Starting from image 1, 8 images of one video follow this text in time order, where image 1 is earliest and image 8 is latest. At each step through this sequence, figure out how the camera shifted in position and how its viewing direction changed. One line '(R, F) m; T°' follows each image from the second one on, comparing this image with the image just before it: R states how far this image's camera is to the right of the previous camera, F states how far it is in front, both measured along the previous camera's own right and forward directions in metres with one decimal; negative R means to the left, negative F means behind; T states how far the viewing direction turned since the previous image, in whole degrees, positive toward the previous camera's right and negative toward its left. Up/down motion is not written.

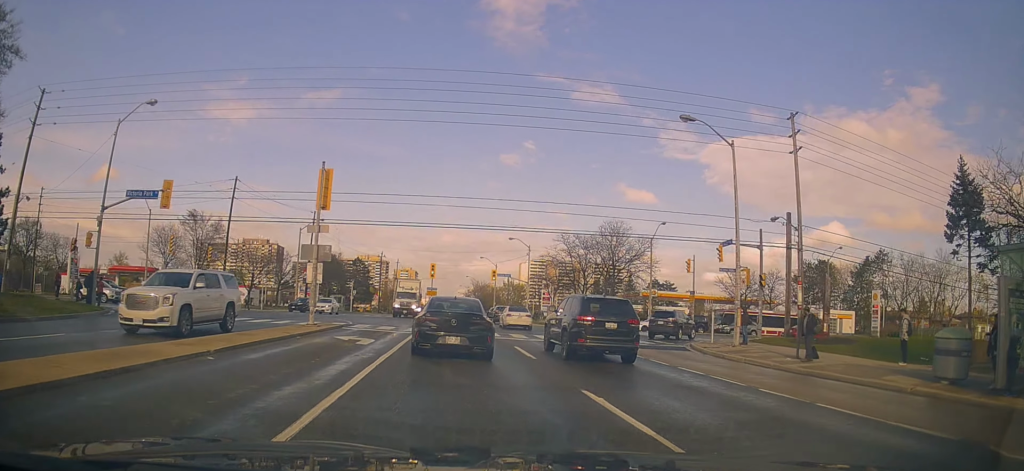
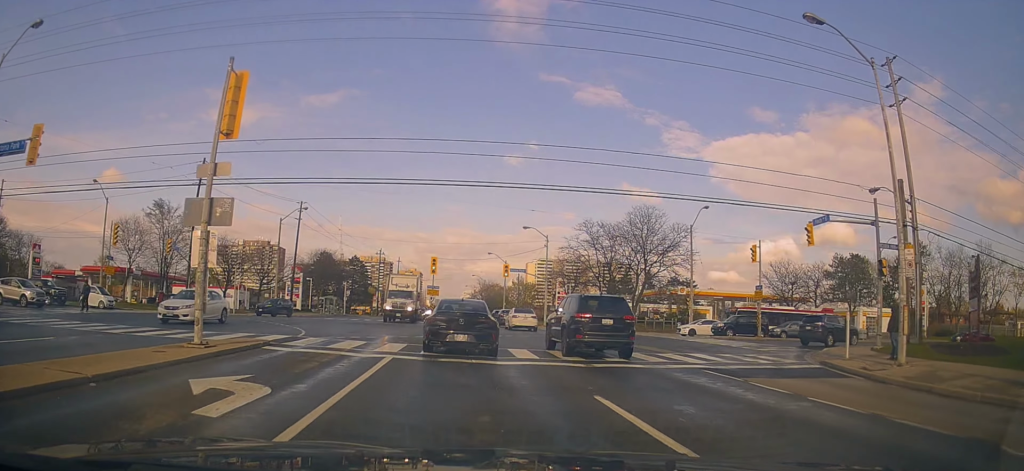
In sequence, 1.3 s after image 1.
(+0.2, +10.1) m; +3°
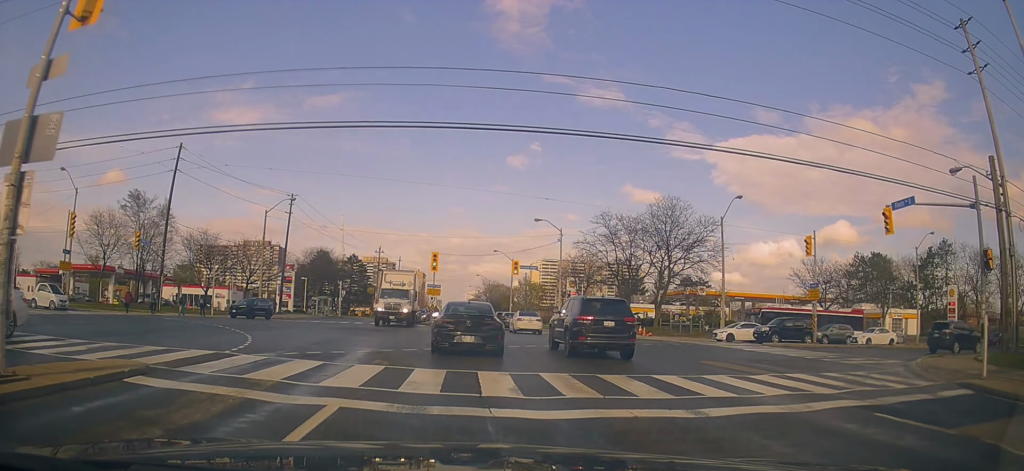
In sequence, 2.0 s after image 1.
(+0.2, +6.2) m; -1°
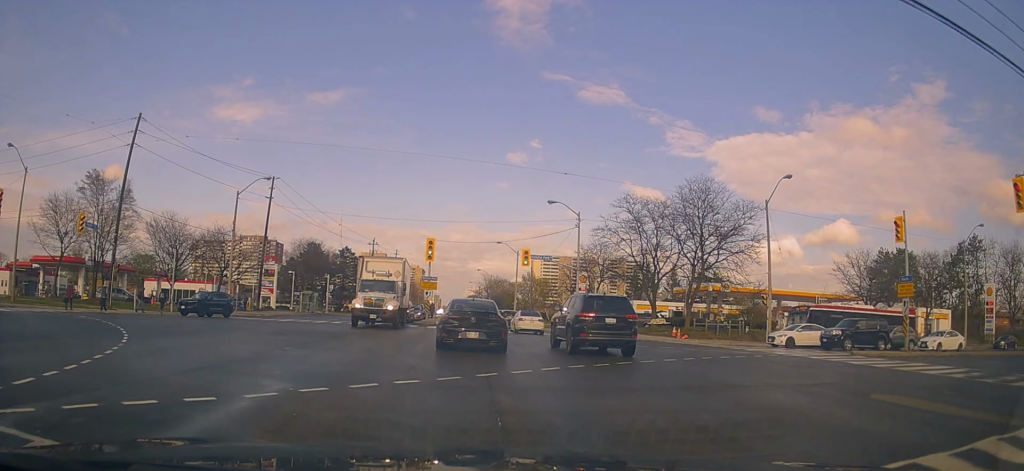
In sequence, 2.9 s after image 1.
(-0.2, +7.7) m; 0°
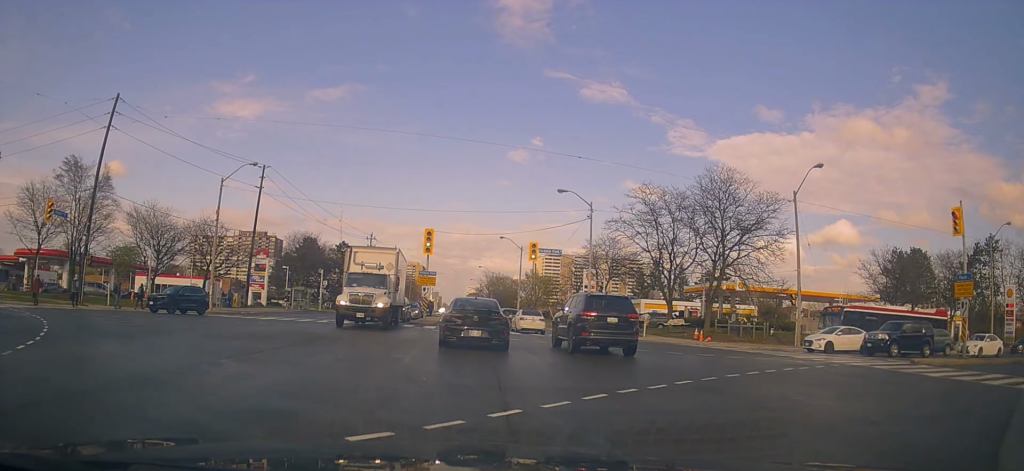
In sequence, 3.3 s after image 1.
(-0.2, +3.8) m; 0°
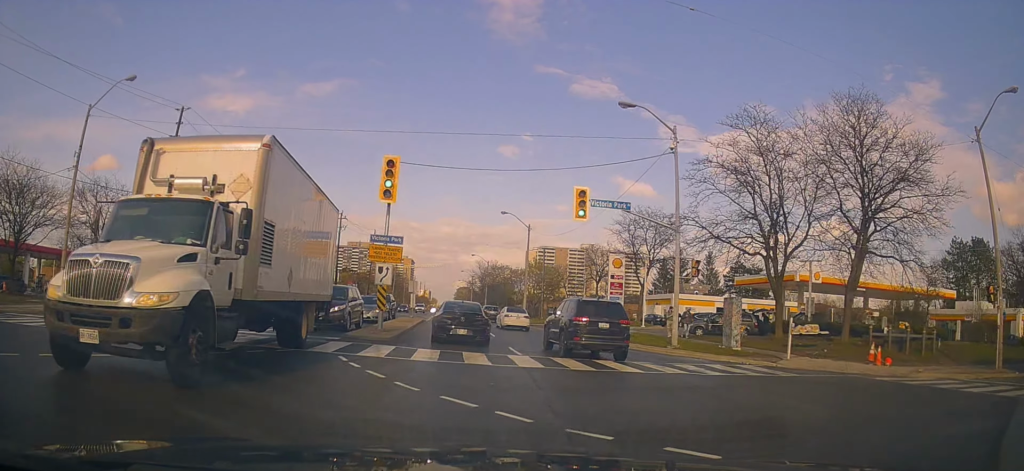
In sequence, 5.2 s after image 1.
(+0.1, +18.7) m; 0°
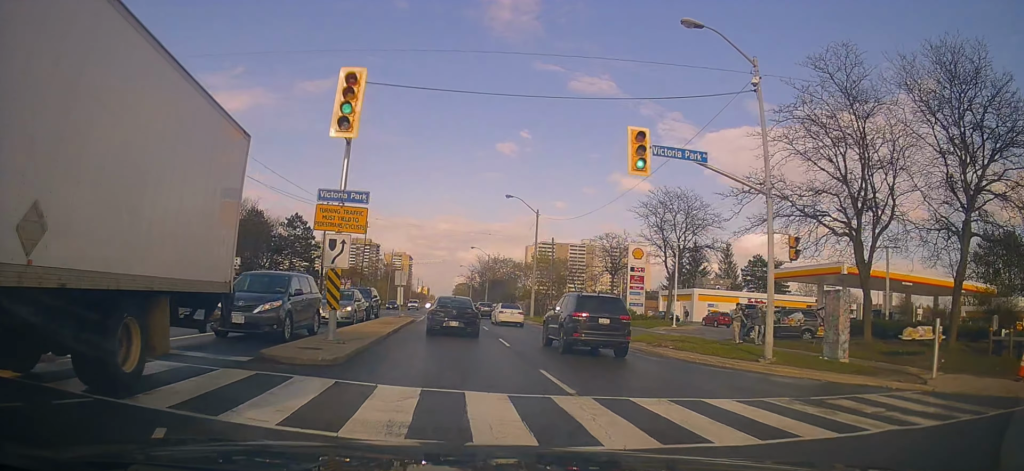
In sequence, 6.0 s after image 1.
(+0.4, +7.6) m; -2°
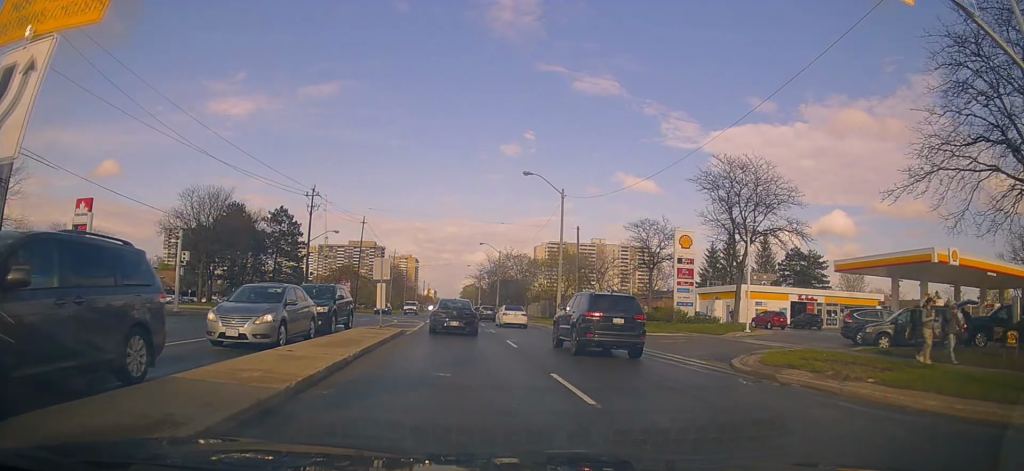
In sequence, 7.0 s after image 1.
(-0.5, +10.2) m; -1°
